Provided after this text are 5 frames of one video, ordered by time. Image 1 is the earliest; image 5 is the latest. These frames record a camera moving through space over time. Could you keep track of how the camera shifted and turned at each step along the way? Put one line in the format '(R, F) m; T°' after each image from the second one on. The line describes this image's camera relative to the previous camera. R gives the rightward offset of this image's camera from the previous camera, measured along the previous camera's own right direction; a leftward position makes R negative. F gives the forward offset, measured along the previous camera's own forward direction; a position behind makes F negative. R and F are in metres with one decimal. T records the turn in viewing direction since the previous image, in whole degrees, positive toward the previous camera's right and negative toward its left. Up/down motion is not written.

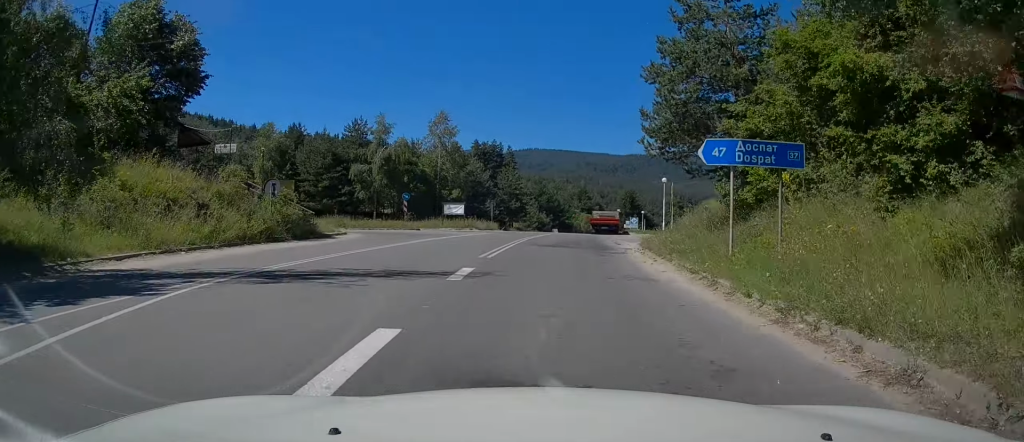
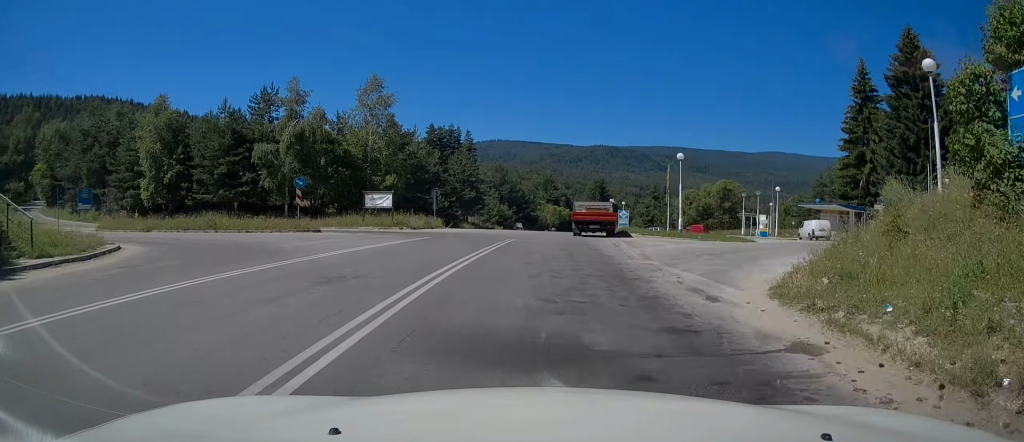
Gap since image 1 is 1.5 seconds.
(+0.7, +17.2) m; +3°
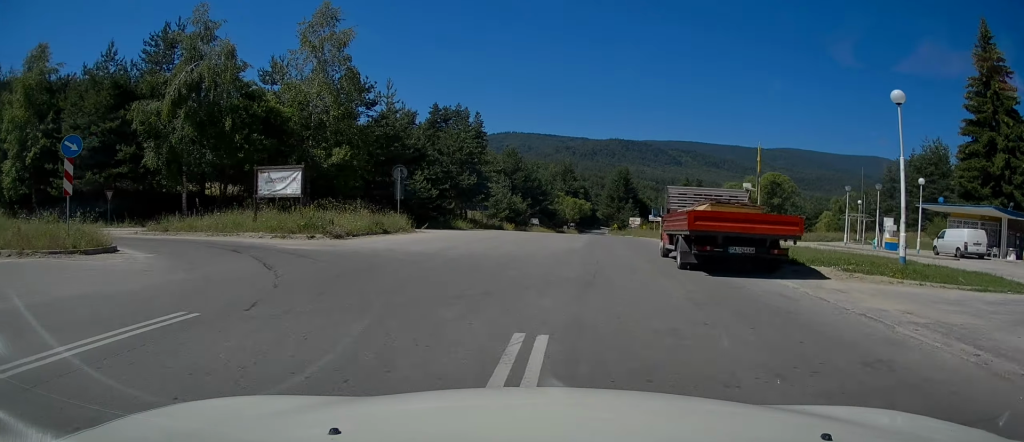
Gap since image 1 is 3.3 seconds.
(+0.2, +20.4) m; +2°
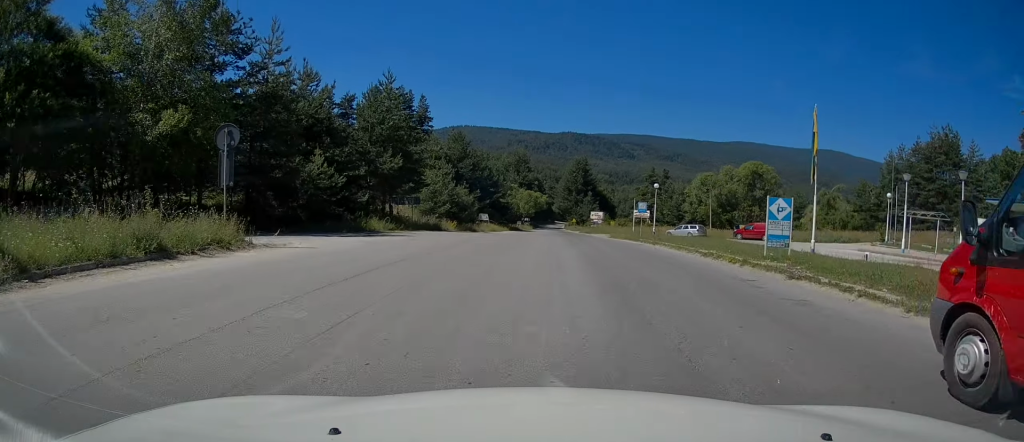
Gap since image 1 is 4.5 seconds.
(+0.5, +14.2) m; +4°
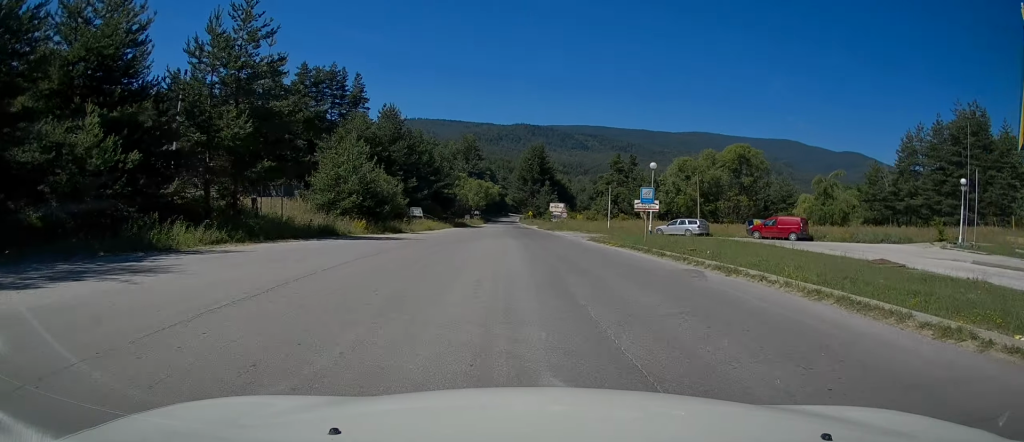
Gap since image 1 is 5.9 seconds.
(+0.4, +16.1) m; +3°
